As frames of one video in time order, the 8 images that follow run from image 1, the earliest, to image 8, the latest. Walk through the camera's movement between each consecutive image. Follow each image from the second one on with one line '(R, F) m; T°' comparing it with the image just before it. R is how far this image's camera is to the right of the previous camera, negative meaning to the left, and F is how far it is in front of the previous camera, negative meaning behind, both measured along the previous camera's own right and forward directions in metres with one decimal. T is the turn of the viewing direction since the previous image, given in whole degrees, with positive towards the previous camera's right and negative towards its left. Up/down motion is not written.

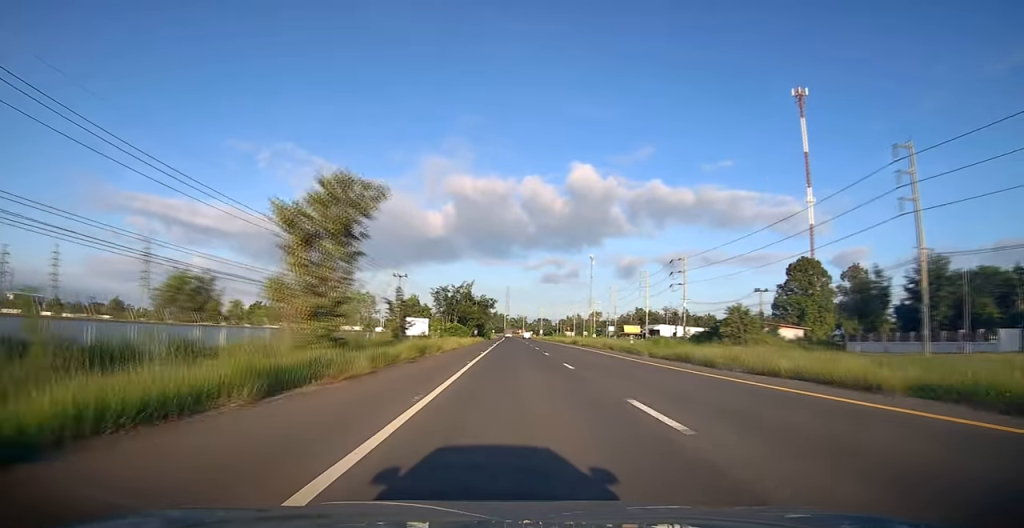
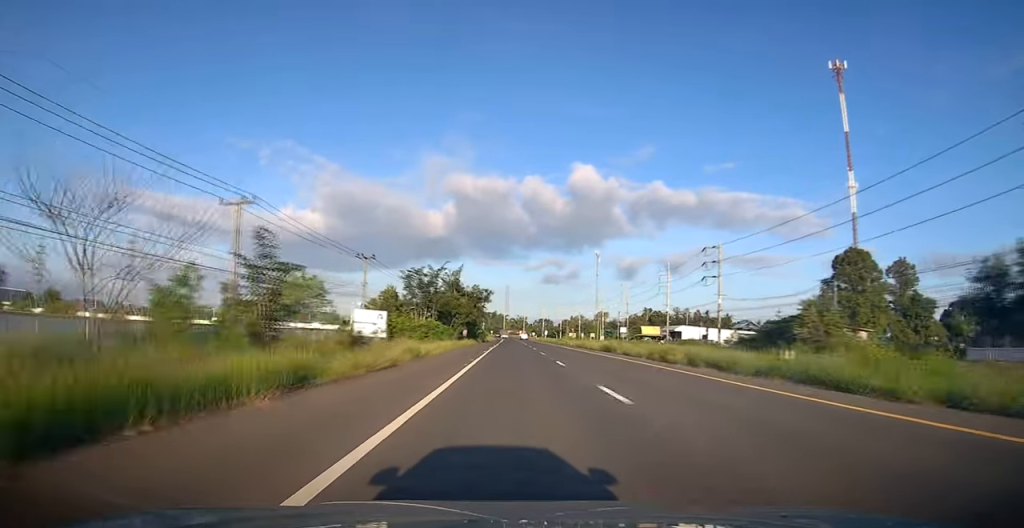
(-0.2, +20.8) m; -1°
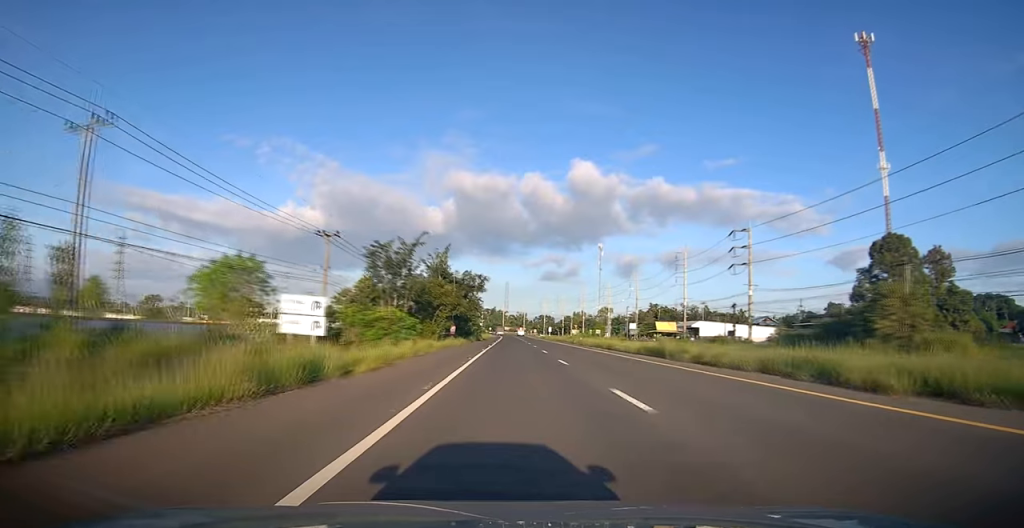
(0.0, +13.7) m; 0°
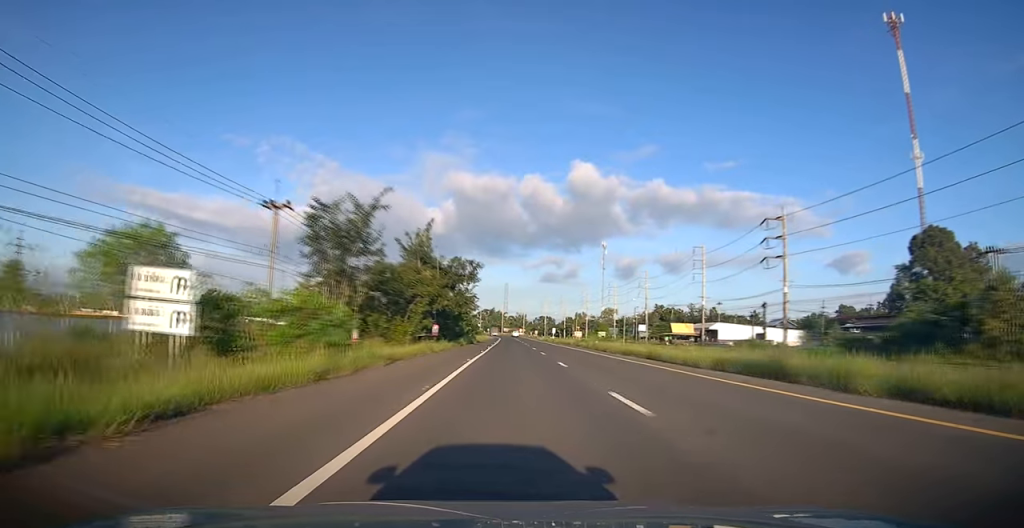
(0.0, +12.1) m; 0°
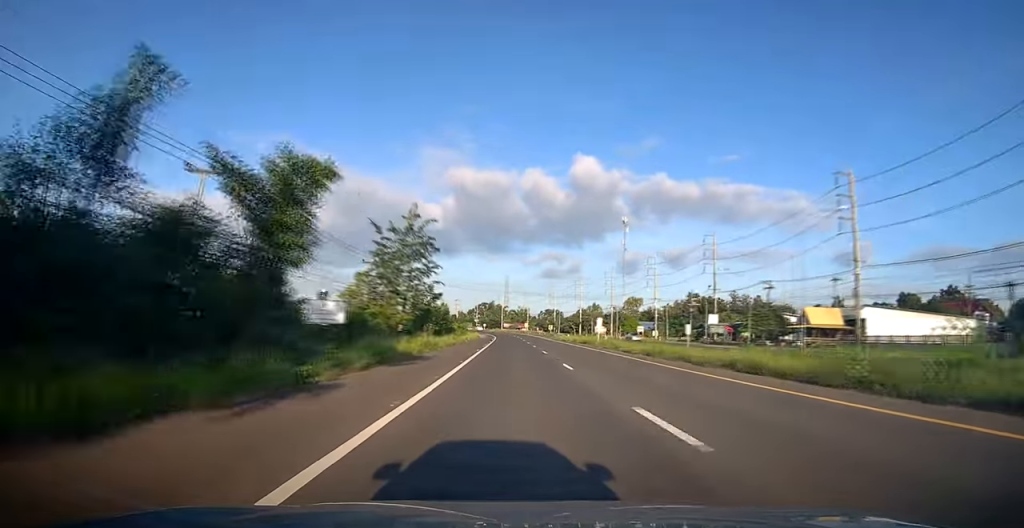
(+0.8, +50.5) m; +1°
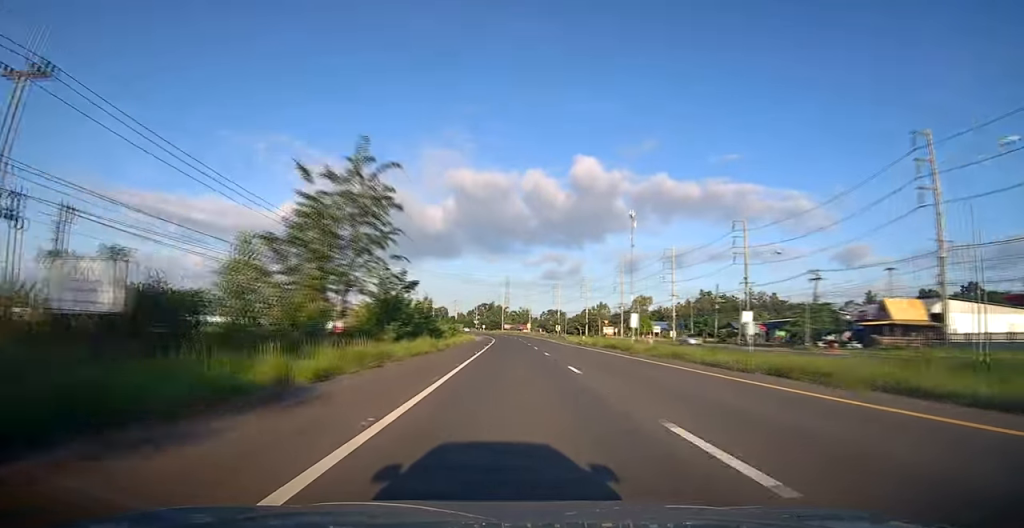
(-0.2, +13.6) m; -1°
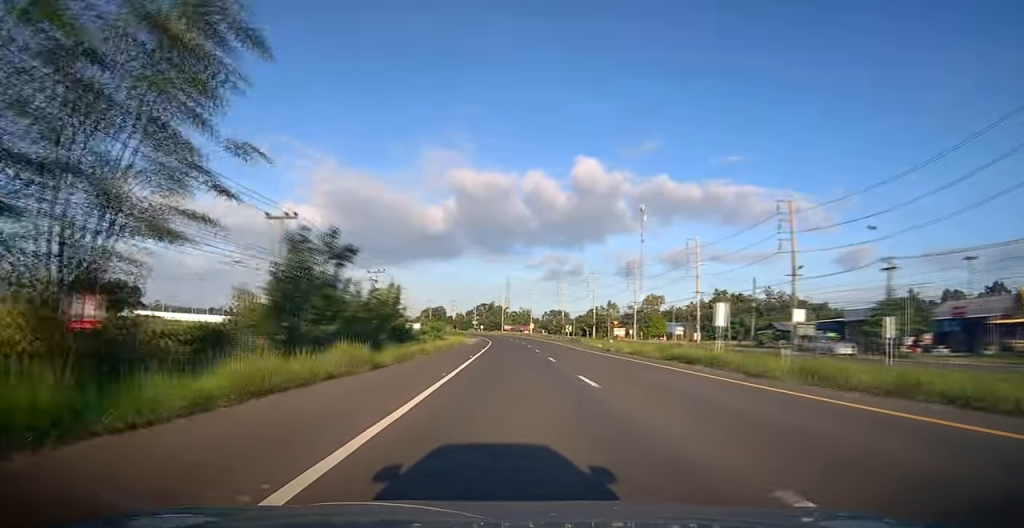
(-0.1, +15.3) m; 0°
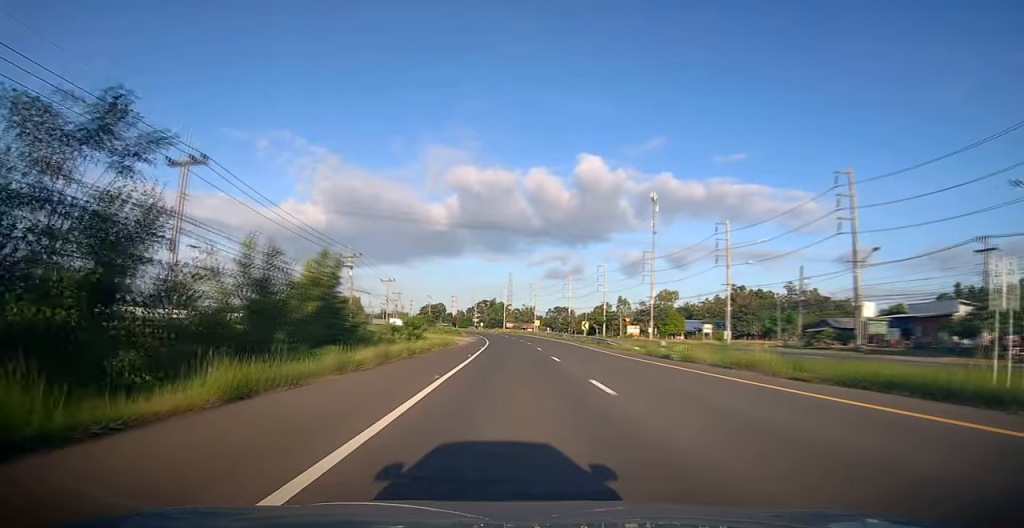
(0.0, +13.7) m; 0°
